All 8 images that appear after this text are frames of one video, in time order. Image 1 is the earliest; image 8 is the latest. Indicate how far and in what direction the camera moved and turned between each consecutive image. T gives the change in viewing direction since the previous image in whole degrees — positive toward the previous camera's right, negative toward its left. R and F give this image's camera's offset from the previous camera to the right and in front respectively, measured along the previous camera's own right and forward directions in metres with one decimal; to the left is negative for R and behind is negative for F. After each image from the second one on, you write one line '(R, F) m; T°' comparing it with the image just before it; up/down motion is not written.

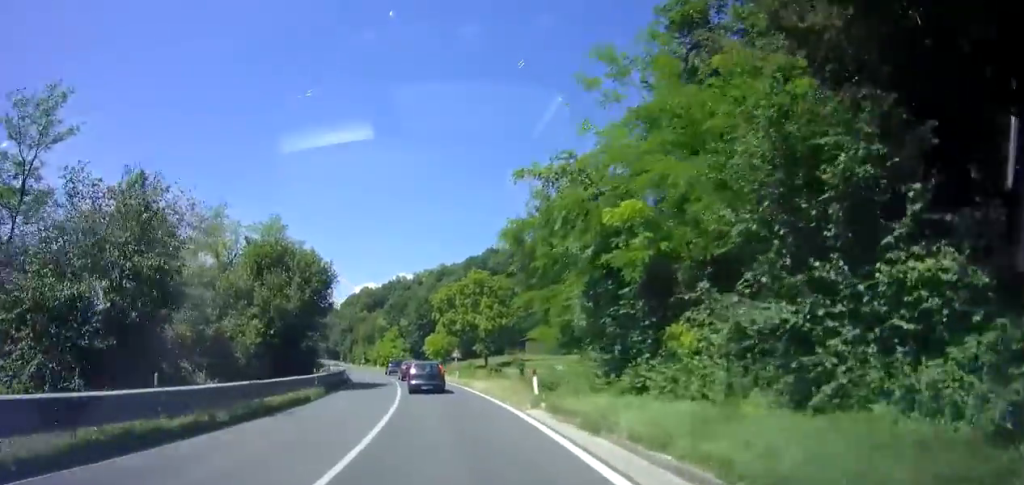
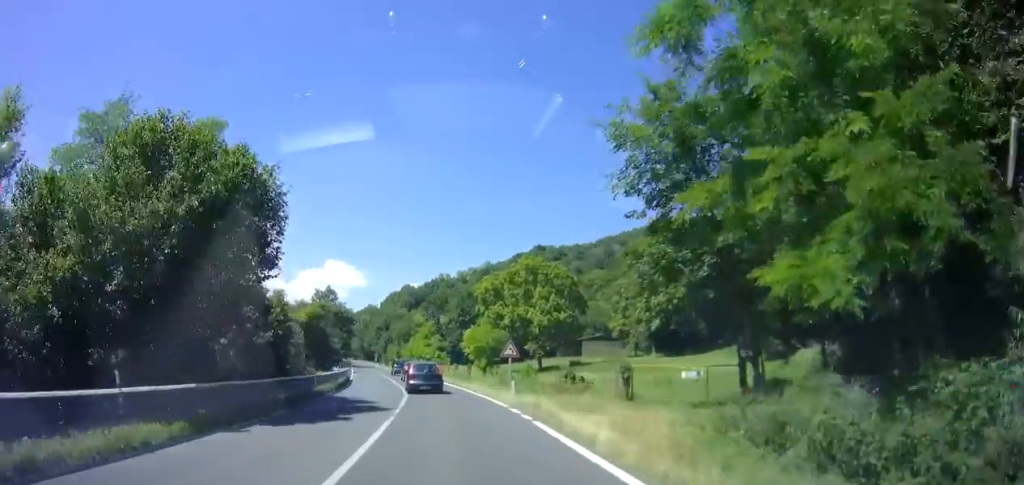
(-0.5, +16.1) m; -5°
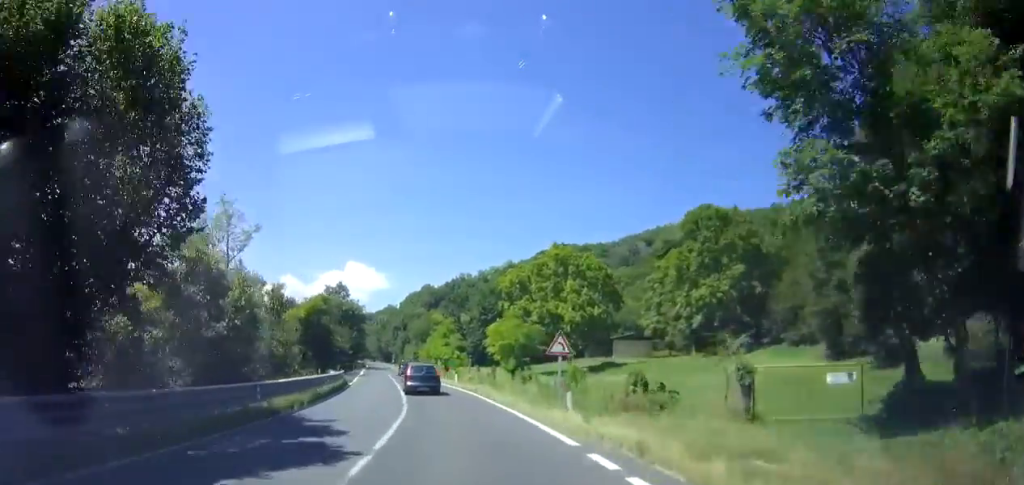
(-0.2, +7.8) m; -3°
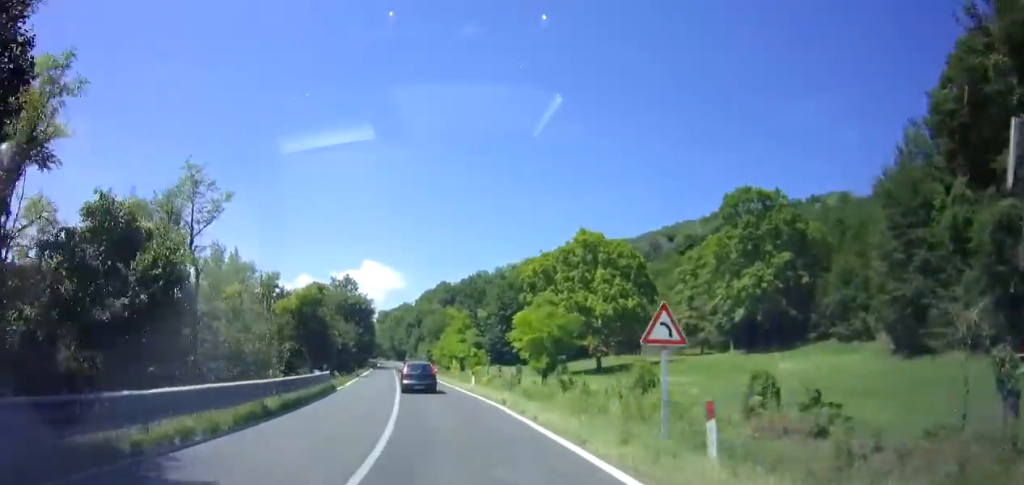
(-0.2, +7.4) m; -3°
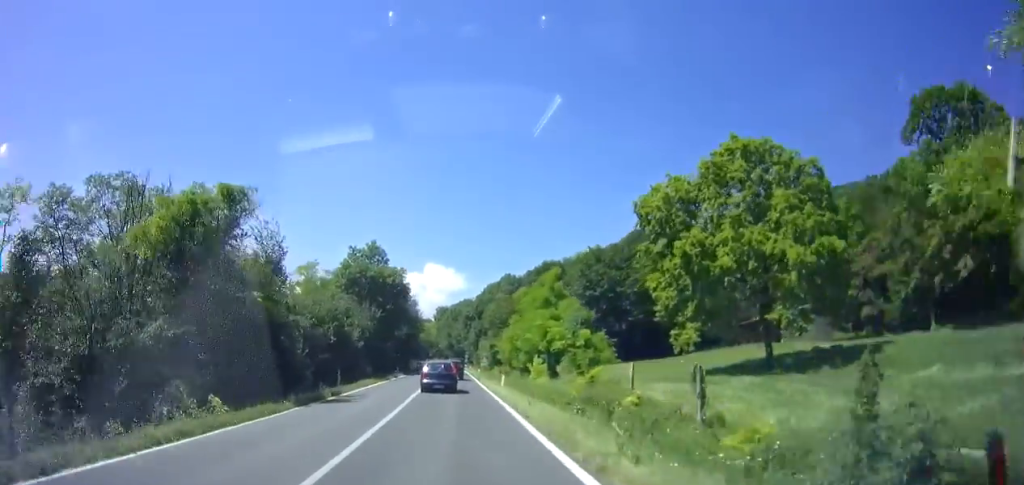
(-1.4, +27.4) m; -5°
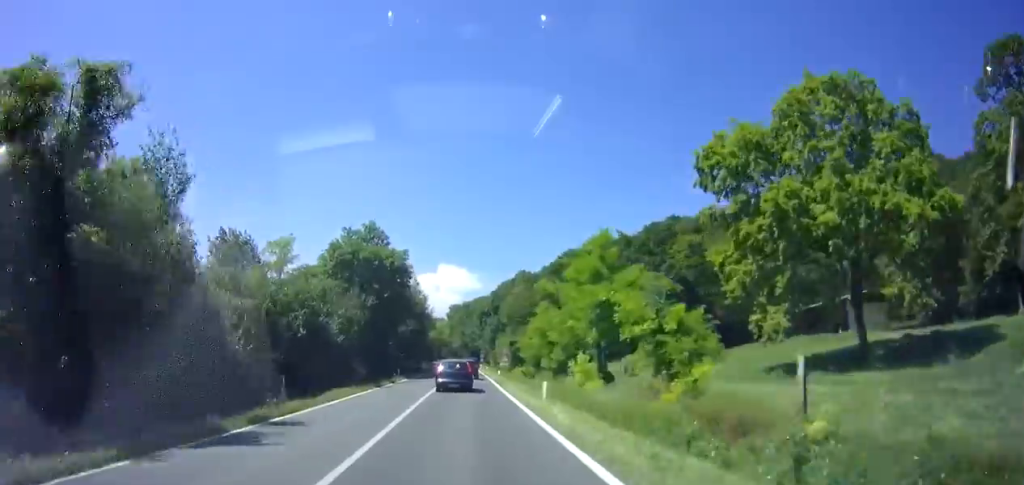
(-0.2, +10.0) m; -1°
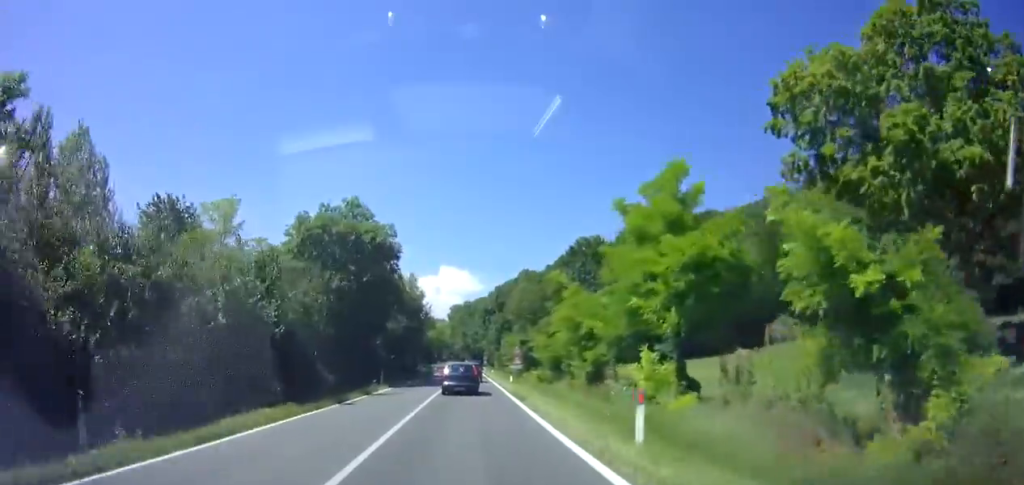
(-0.1, +9.1) m; 0°
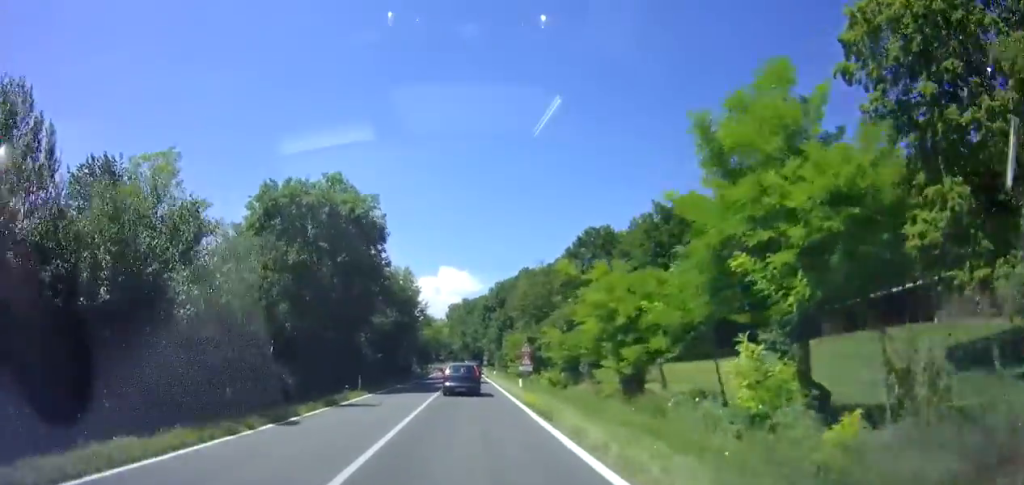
(+0.1, +6.1) m; 0°
